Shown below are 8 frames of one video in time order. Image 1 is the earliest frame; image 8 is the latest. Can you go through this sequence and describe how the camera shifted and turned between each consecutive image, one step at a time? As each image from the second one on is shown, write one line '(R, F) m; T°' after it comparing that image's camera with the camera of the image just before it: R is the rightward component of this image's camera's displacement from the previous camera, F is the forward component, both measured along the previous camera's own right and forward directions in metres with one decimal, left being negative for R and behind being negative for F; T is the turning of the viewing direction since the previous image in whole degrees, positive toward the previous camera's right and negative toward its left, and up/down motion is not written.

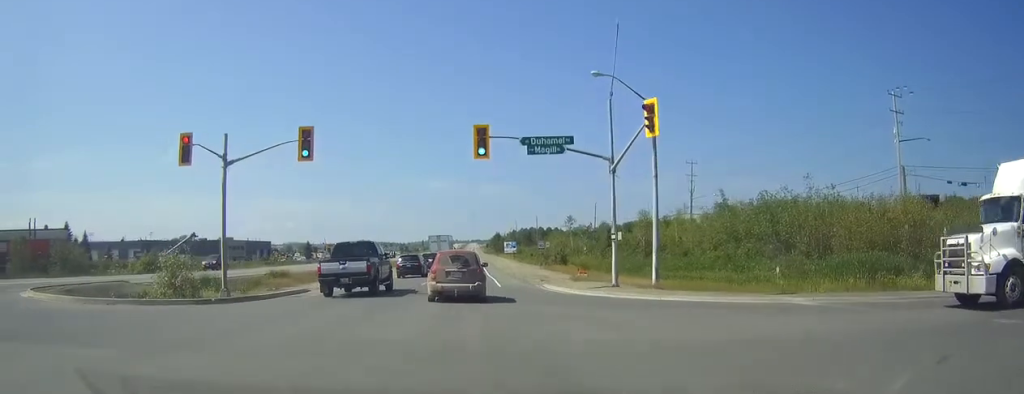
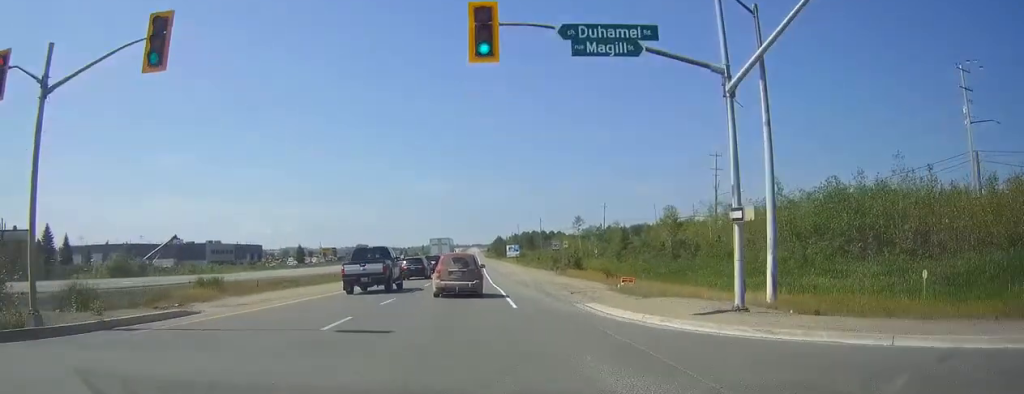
(0.0, +12.7) m; 0°
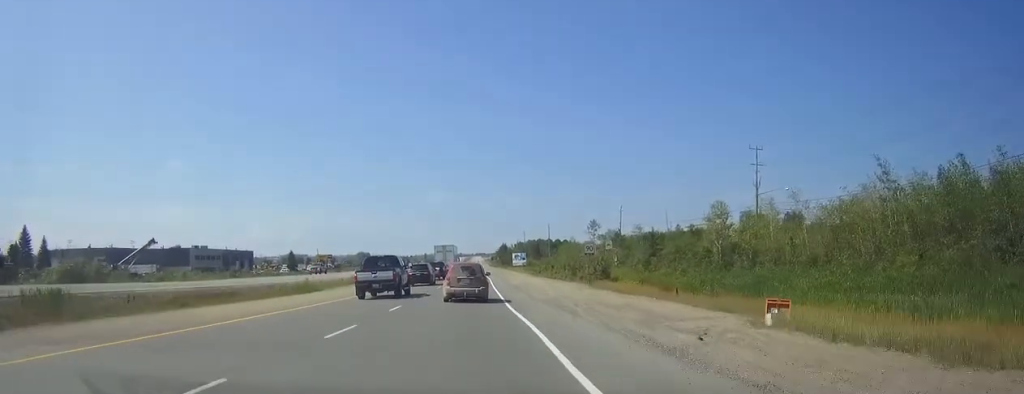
(-0.1, +14.8) m; 0°
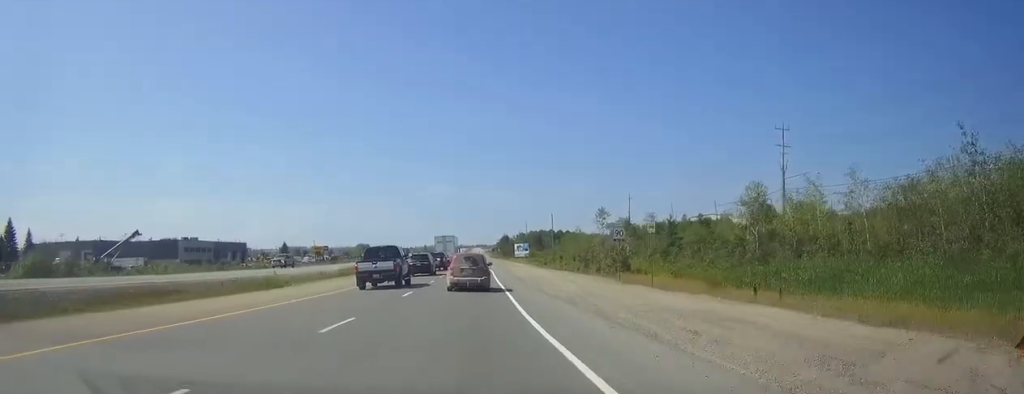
(0.0, +8.3) m; 0°
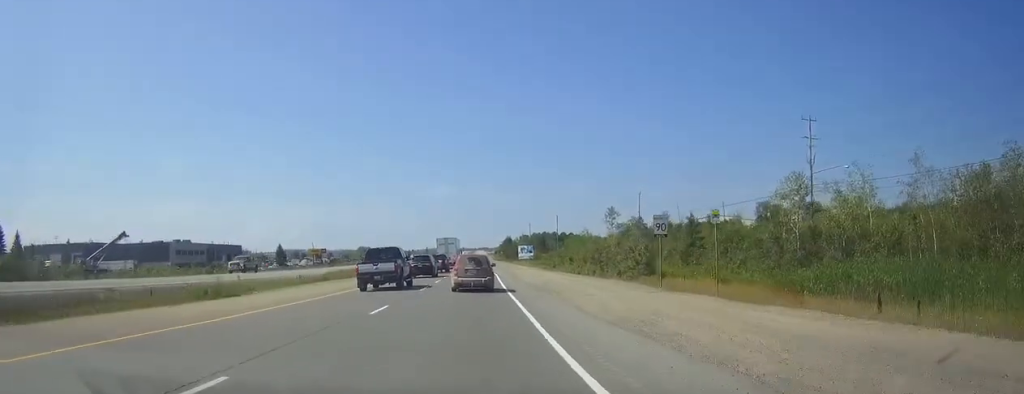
(+0.1, +7.1) m; 0°
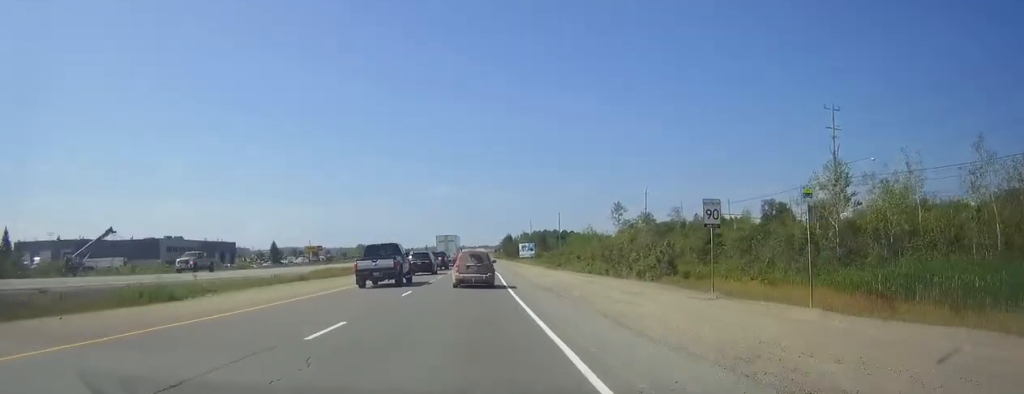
(0.0, +5.7) m; 0°
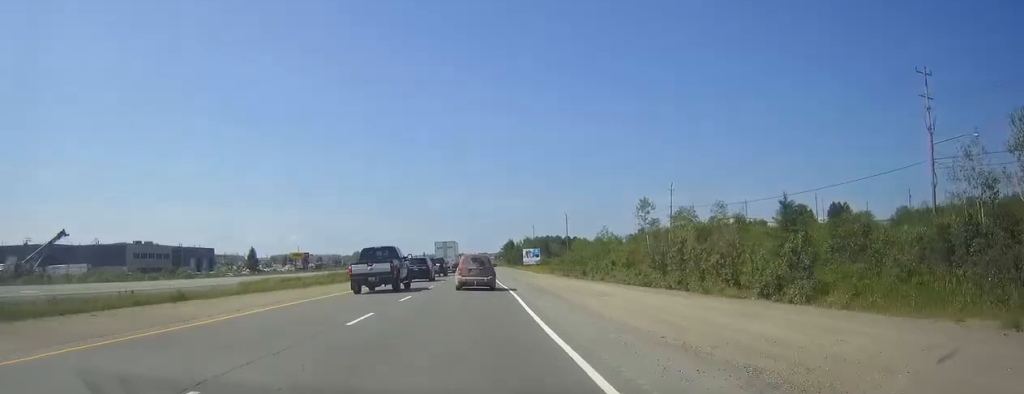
(-0.1, +19.5) m; 0°
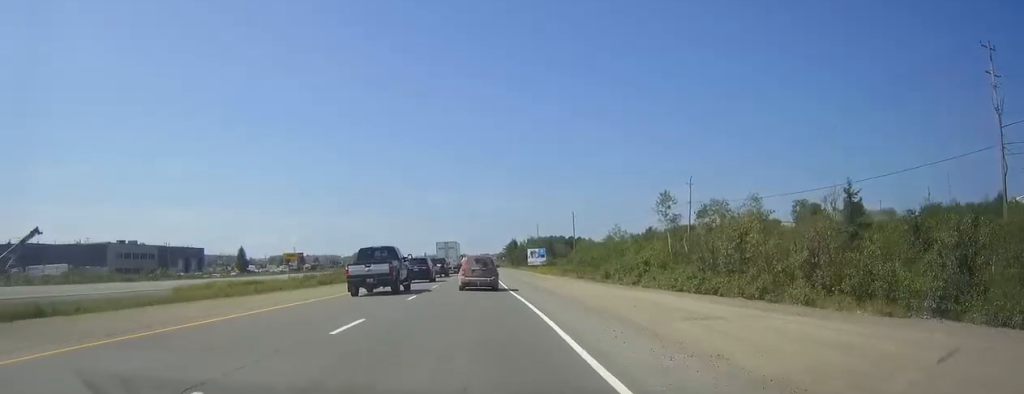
(0.0, +10.1) m; 0°
